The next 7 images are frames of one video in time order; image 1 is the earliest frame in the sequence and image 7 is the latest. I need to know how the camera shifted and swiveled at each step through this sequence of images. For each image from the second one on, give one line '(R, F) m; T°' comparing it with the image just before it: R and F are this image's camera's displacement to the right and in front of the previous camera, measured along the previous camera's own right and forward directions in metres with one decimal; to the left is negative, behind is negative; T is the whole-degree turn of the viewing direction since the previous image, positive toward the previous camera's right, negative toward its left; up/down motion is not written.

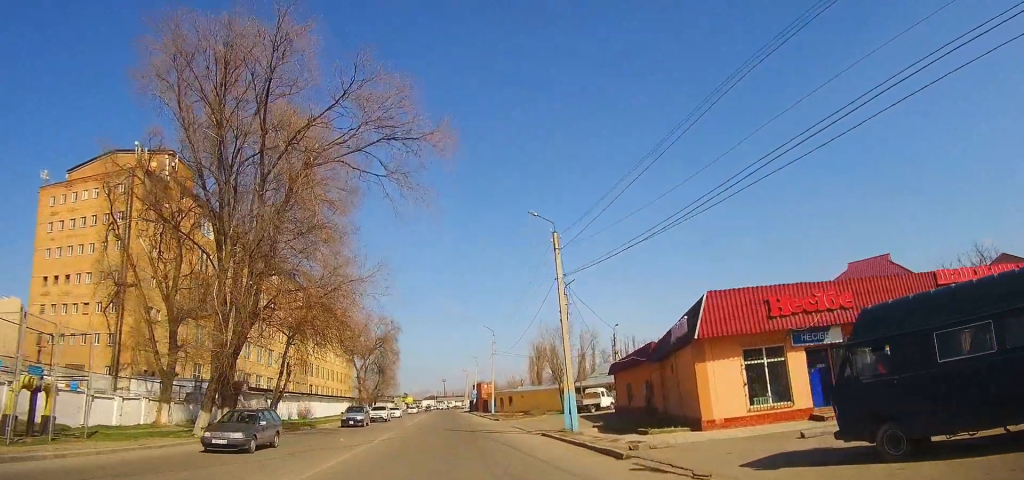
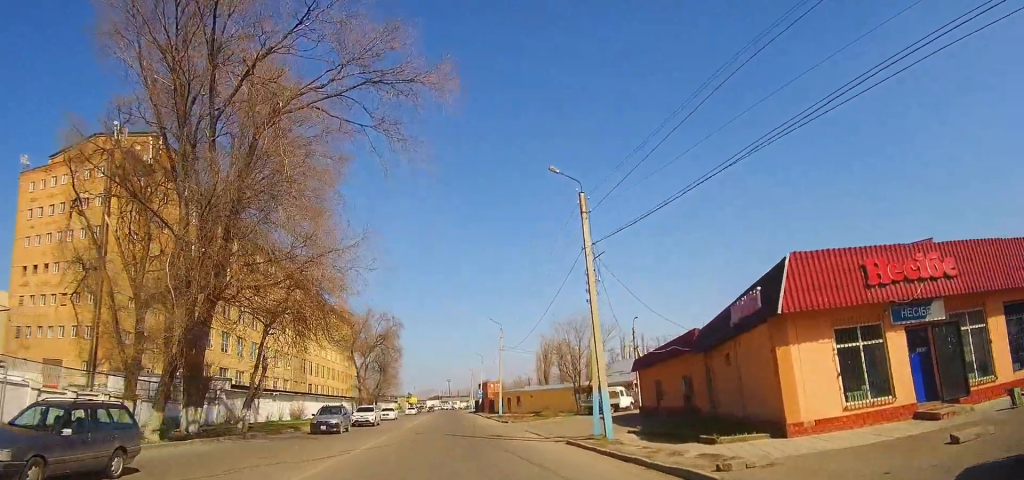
(0.0, +4.8) m; 0°
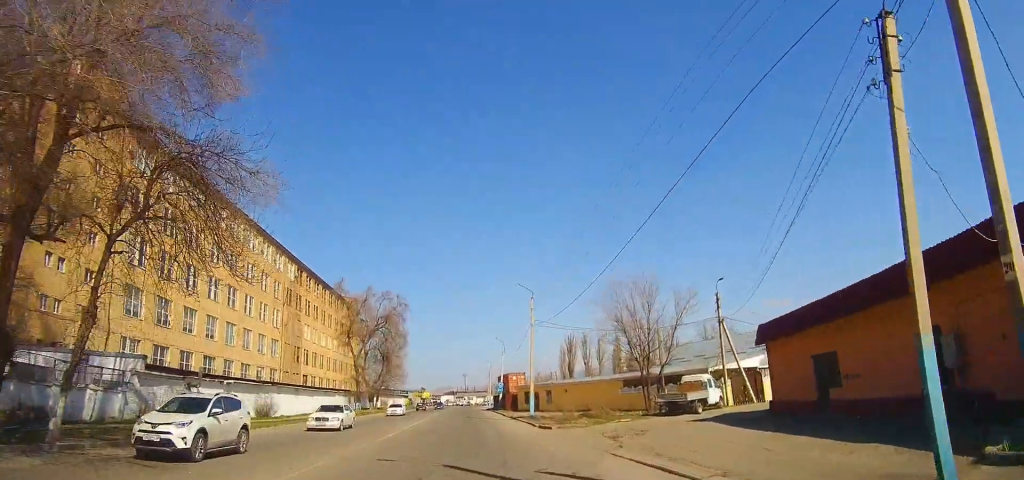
(-0.2, +15.9) m; -1°
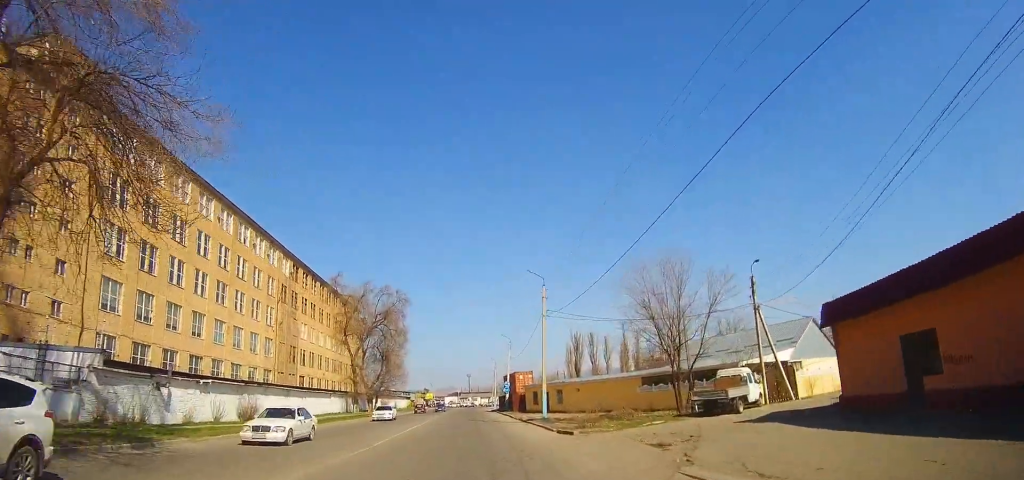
(0.0, +4.6) m; 0°
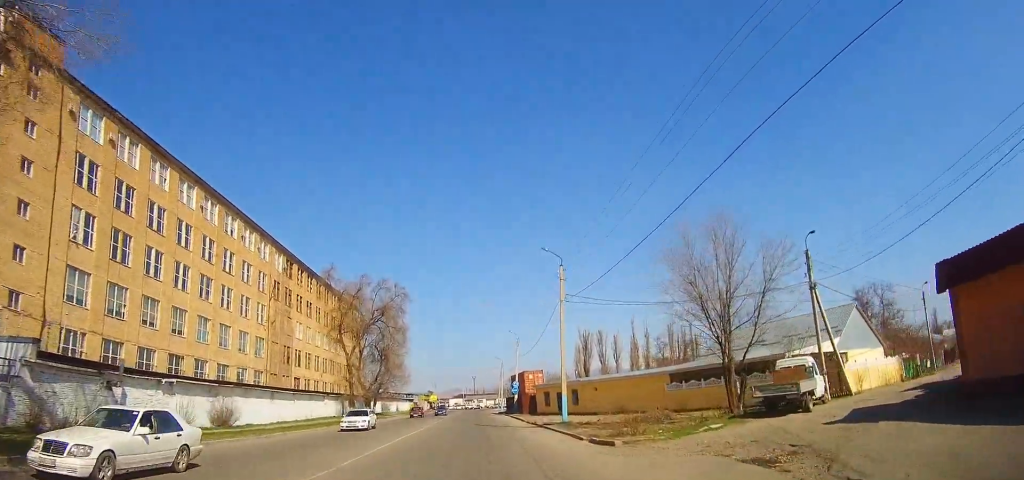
(0.0, +6.1) m; 0°
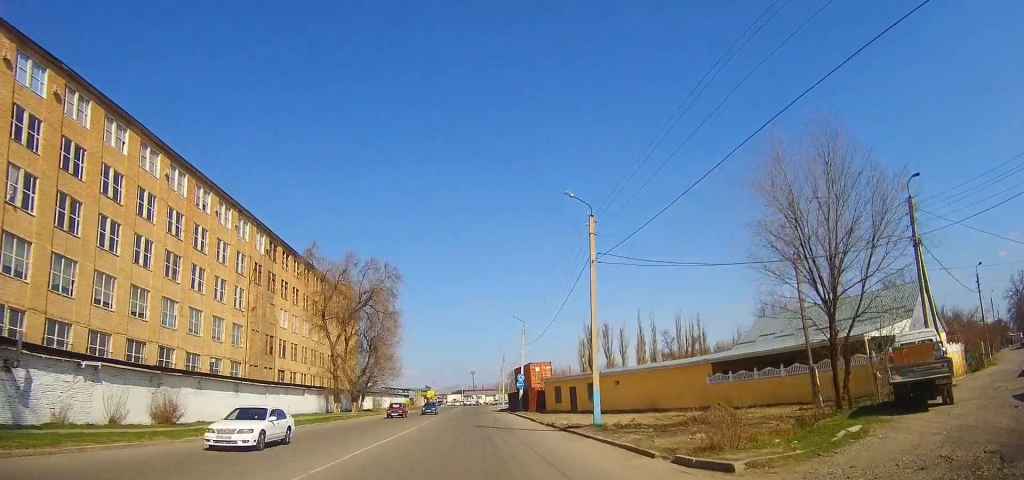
(-0.1, +8.0) m; -1°
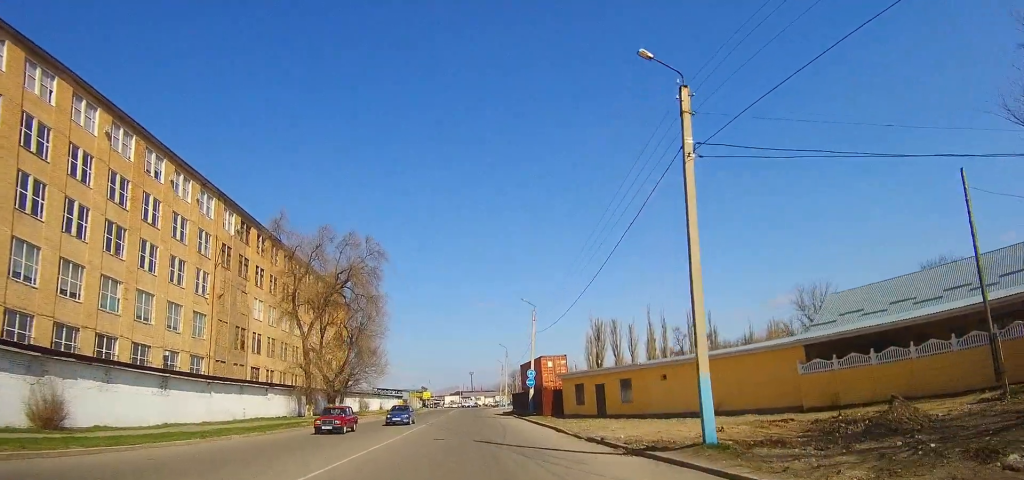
(0.0, +11.3) m; 0°
